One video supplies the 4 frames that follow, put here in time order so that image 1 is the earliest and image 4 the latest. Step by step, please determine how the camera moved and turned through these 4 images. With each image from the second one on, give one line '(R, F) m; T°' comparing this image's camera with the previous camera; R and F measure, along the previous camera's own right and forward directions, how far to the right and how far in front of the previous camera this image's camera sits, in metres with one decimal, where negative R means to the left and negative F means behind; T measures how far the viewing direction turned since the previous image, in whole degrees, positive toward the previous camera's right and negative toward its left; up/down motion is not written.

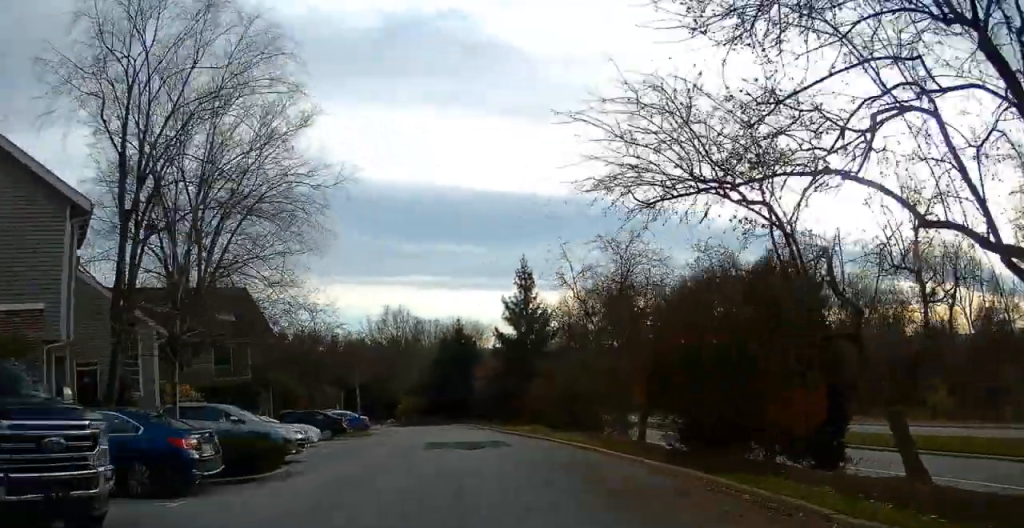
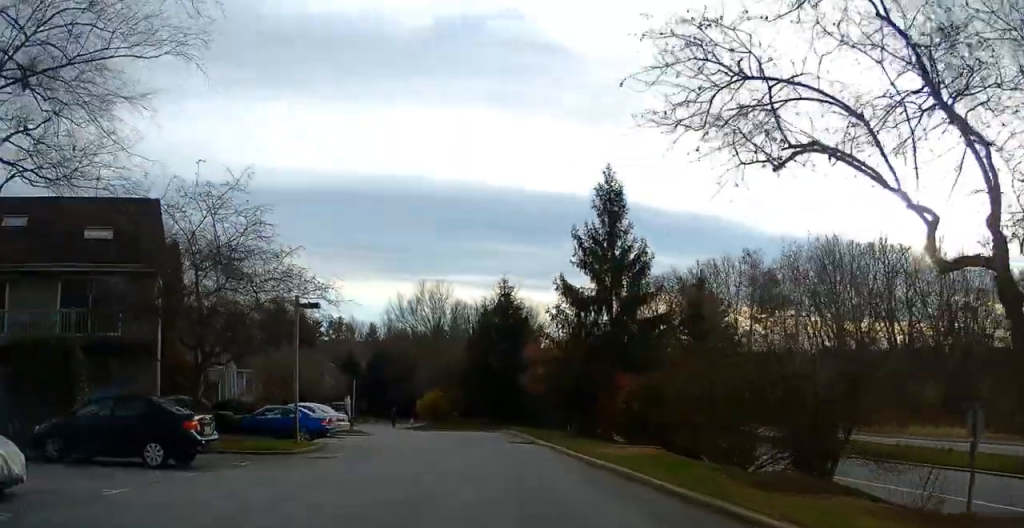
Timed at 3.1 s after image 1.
(-1.5, +18.8) m; -4°
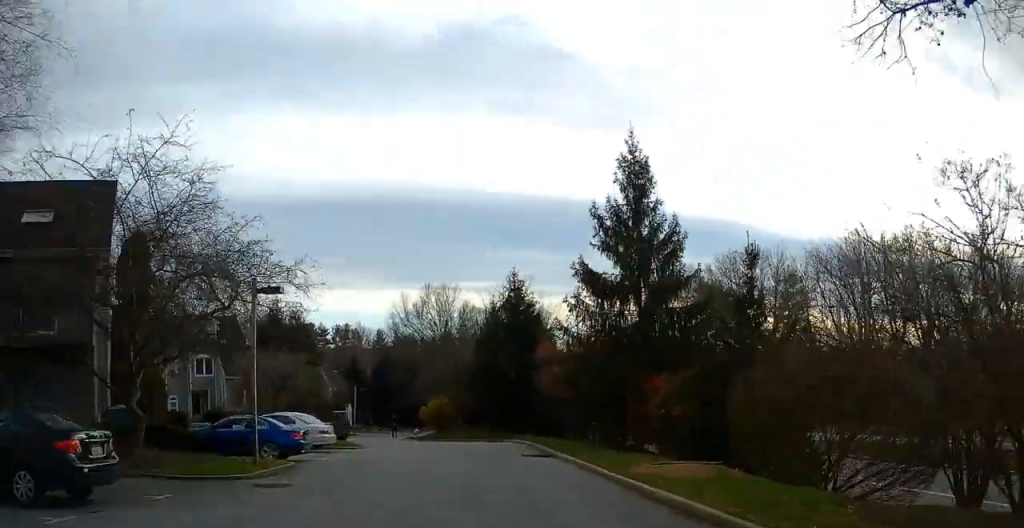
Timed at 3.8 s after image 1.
(0.0, +4.5) m; 0°
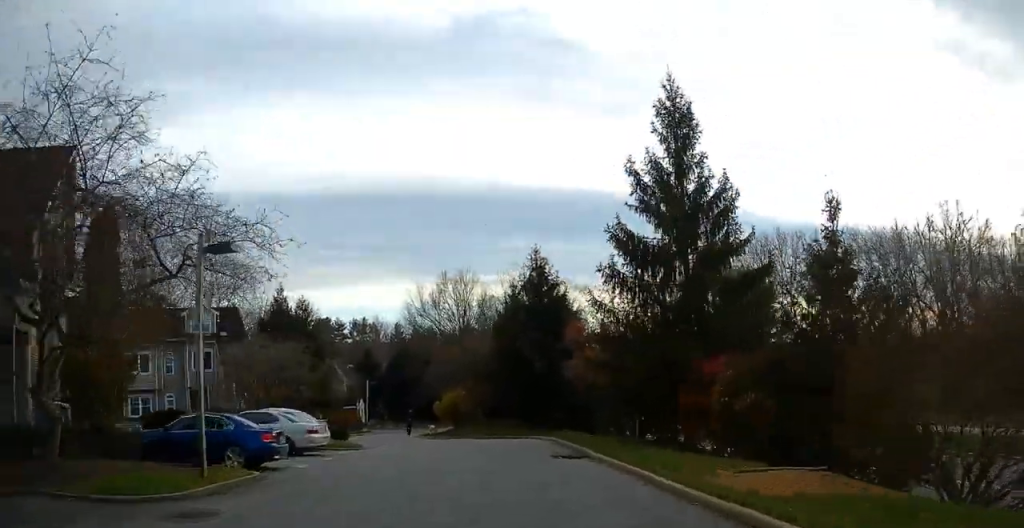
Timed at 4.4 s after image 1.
(+0.3, +4.3) m; -2°
